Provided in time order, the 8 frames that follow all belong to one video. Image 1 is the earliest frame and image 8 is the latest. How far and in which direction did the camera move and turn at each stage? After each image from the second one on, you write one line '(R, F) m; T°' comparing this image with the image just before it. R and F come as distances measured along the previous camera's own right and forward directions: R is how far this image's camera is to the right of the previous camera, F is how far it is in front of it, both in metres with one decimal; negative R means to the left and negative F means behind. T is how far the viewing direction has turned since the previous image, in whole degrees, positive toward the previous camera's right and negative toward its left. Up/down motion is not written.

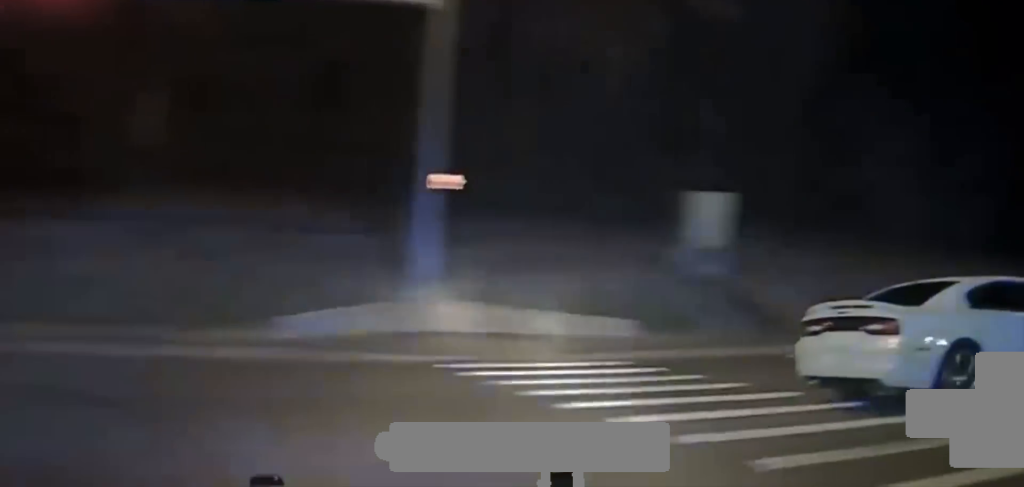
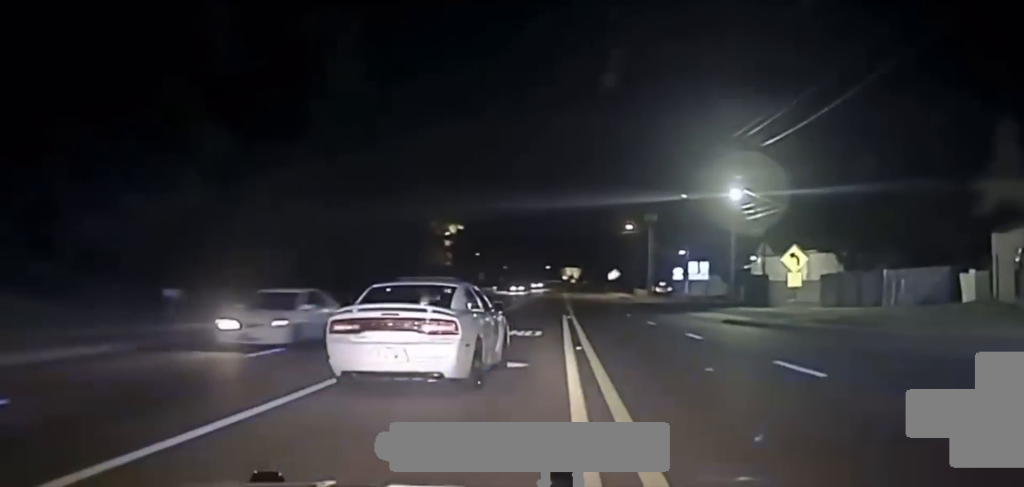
(+8.7, +14.2) m; +43°
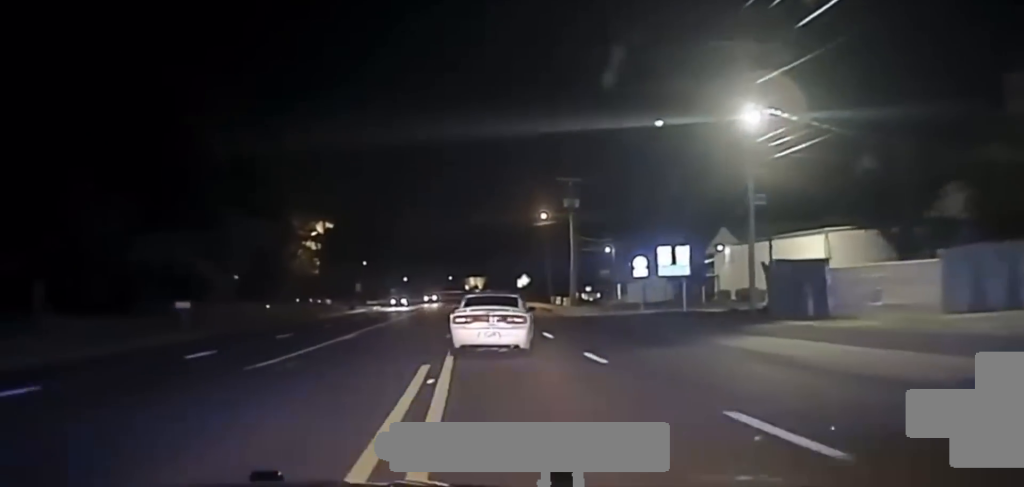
(+1.0, +33.9) m; 0°
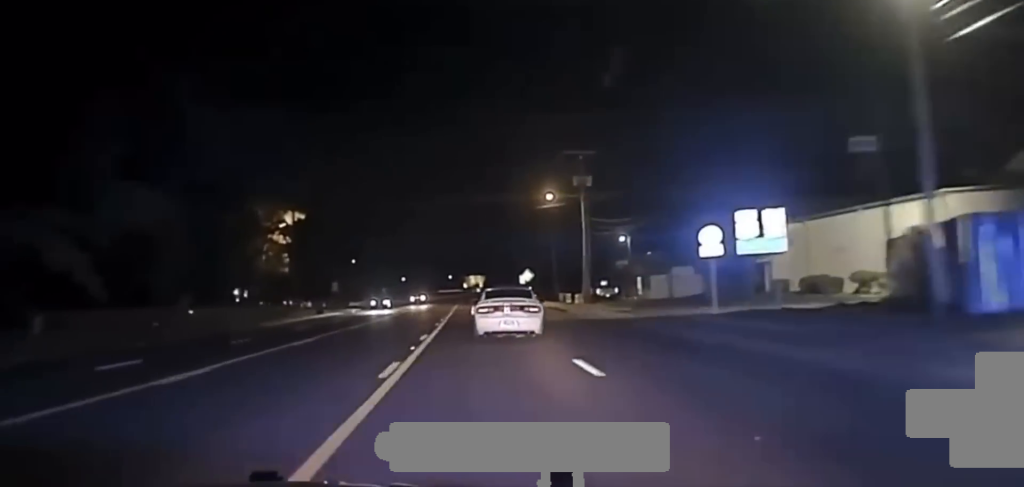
(-0.4, +16.9) m; 0°
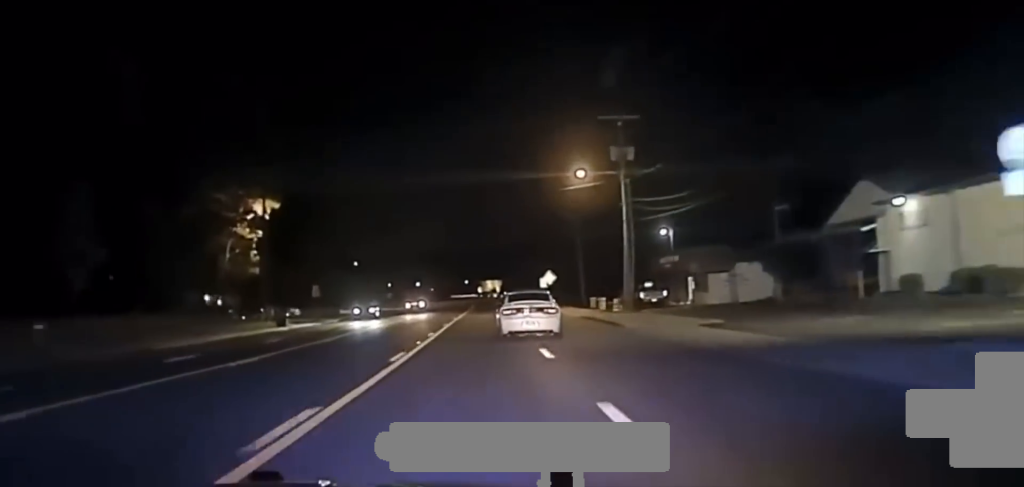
(+0.5, +19.0) m; 0°
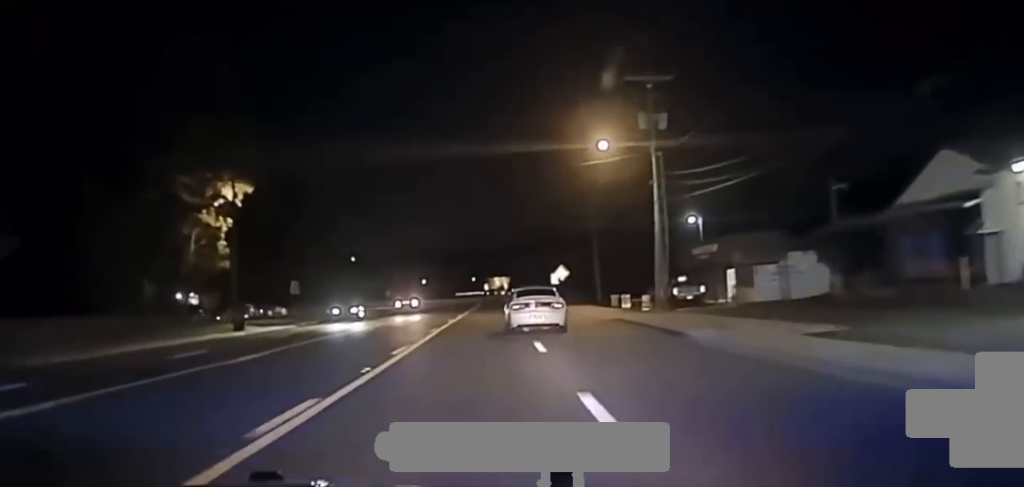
(-0.3, +11.7) m; 0°
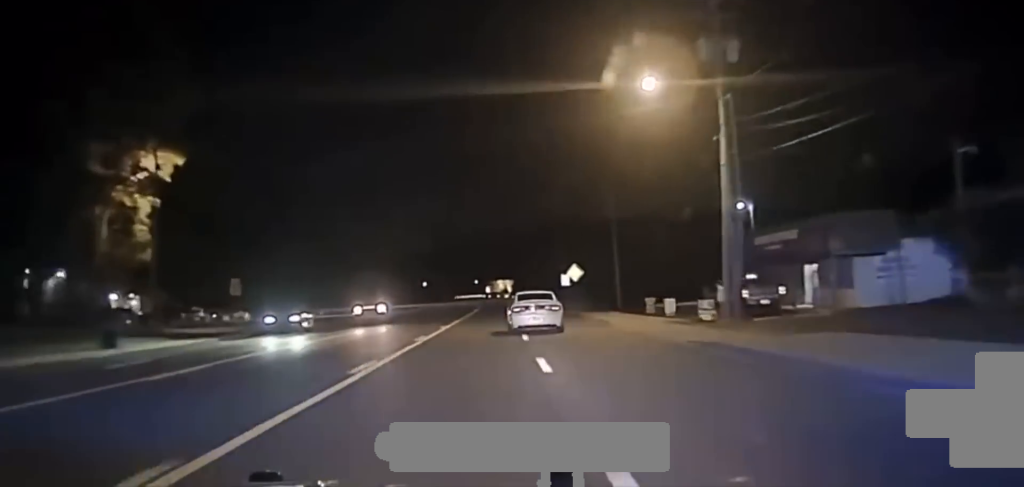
(-0.3, +17.4) m; 0°
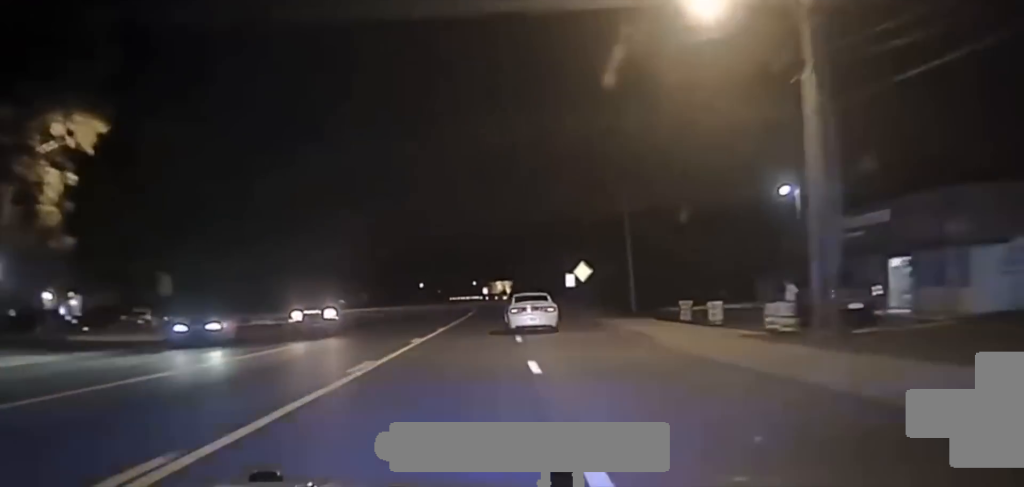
(+0.1, +11.7) m; 0°
